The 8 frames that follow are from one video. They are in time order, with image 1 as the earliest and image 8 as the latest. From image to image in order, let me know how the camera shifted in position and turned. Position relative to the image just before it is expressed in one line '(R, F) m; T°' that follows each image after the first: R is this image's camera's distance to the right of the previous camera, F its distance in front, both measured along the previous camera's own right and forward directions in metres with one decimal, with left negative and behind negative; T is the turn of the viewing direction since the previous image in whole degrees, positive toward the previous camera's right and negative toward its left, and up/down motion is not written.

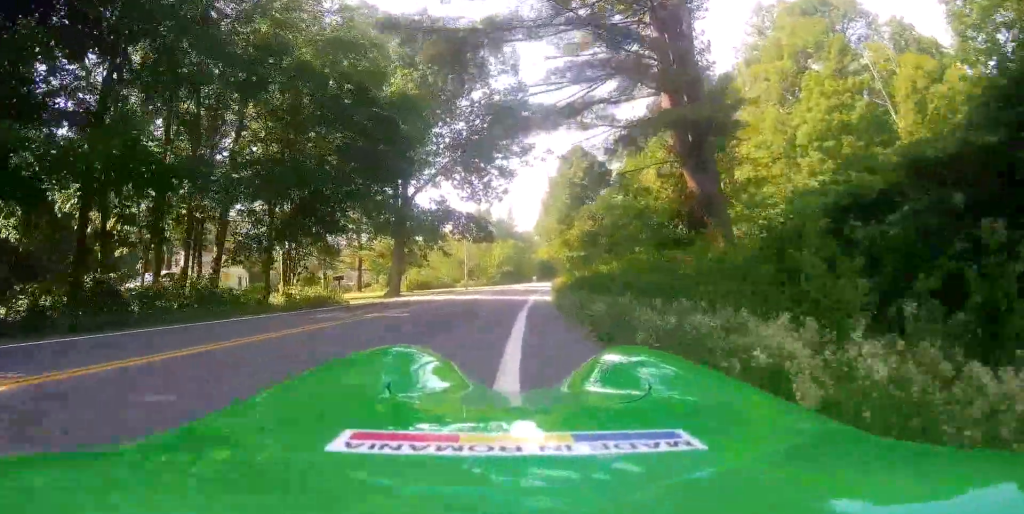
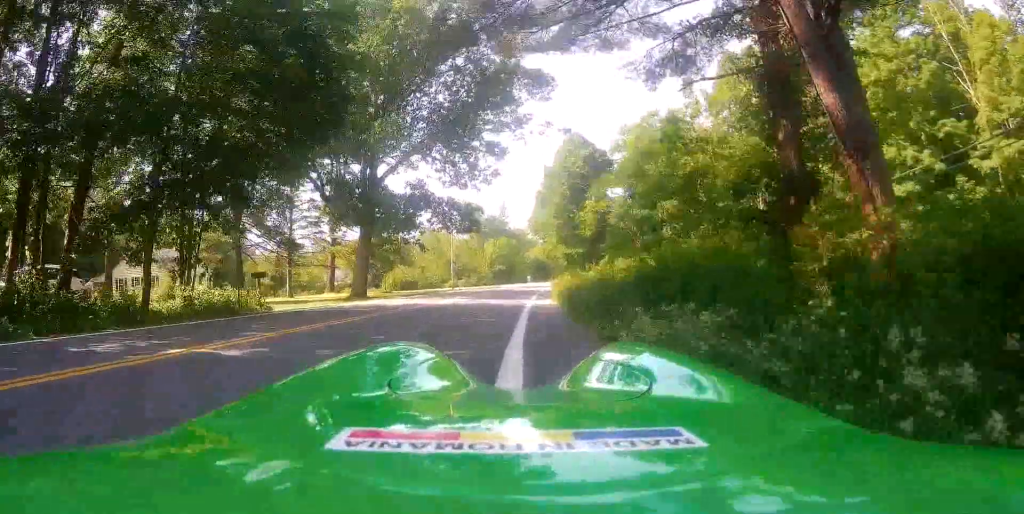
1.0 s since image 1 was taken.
(0.0, +7.2) m; 0°
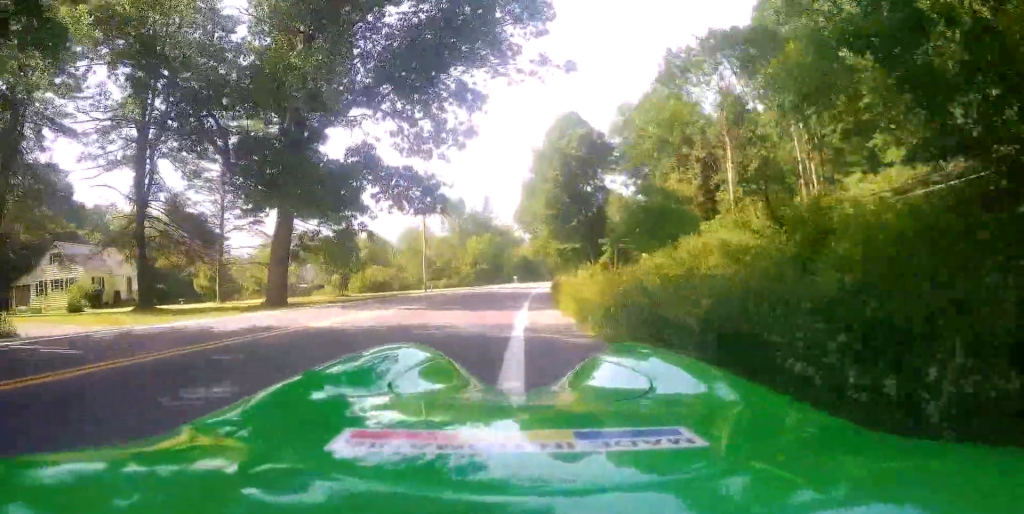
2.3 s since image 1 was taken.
(+0.2, +10.3) m; +6°
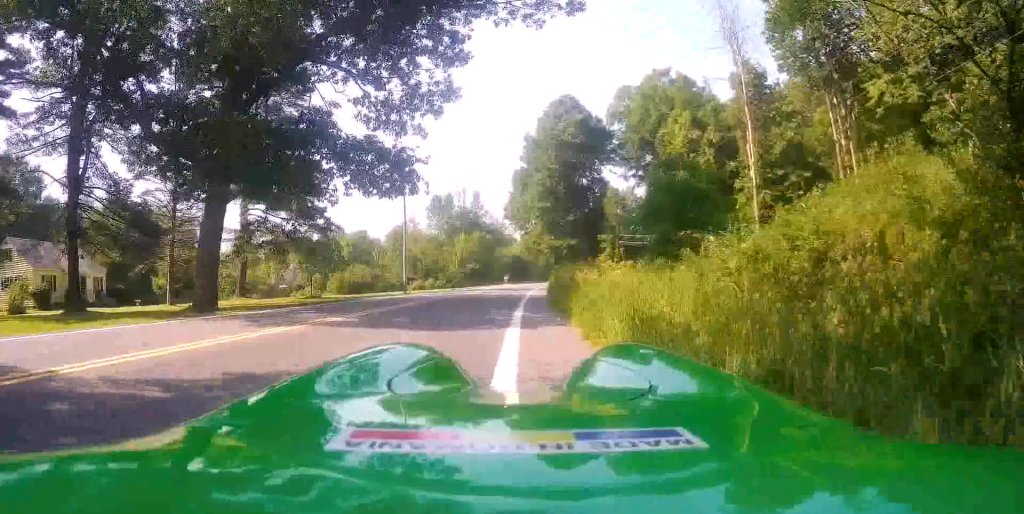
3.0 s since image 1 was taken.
(+0.3, +5.4) m; +4°
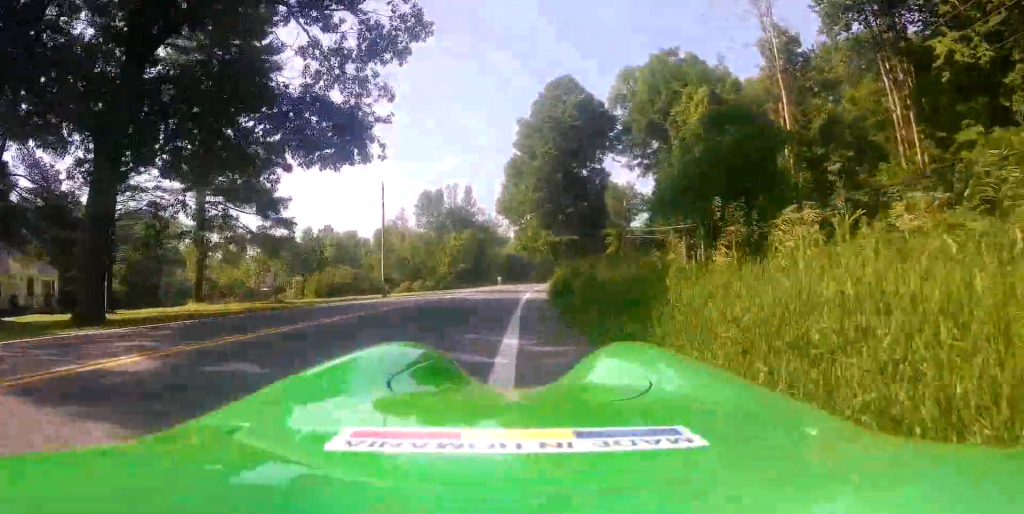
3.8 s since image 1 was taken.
(+0.2, +6.1) m; +2°
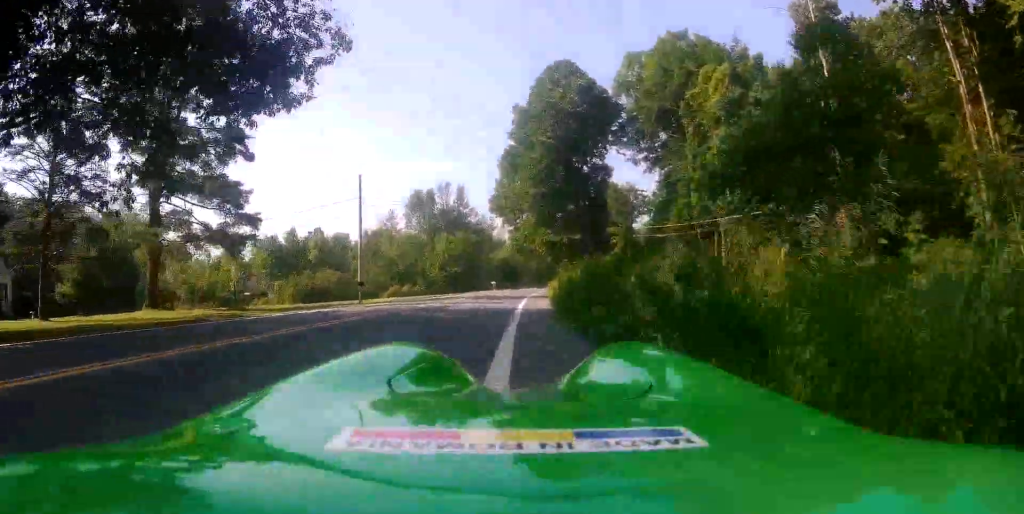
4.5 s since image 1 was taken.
(+0.1, +5.6) m; +1°
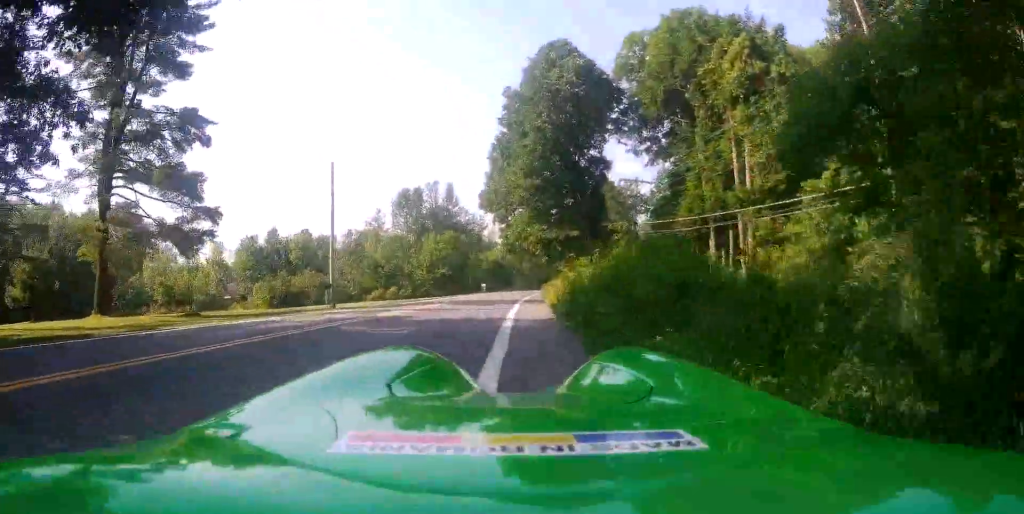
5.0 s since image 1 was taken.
(0.0, +5.0) m; +1°
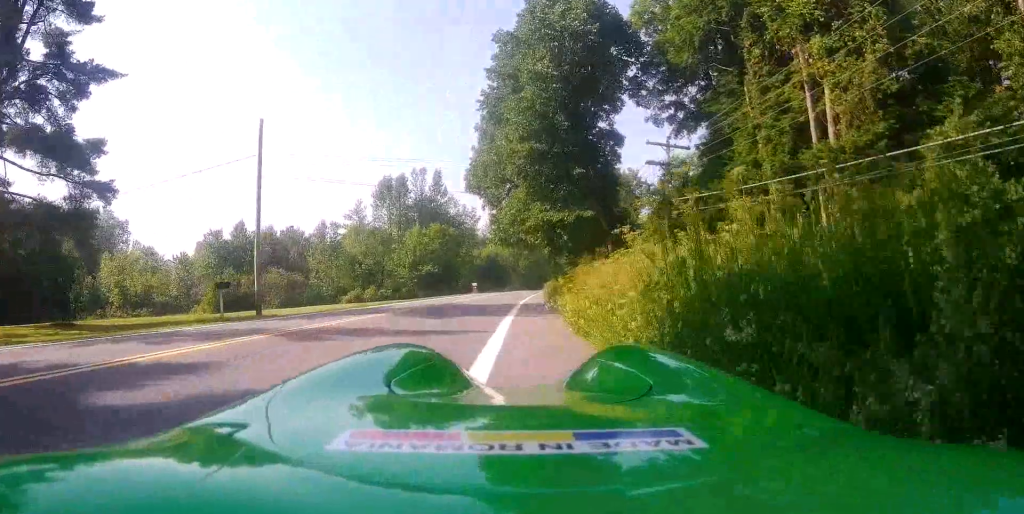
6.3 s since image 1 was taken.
(+0.2, +10.9) m; +1°
